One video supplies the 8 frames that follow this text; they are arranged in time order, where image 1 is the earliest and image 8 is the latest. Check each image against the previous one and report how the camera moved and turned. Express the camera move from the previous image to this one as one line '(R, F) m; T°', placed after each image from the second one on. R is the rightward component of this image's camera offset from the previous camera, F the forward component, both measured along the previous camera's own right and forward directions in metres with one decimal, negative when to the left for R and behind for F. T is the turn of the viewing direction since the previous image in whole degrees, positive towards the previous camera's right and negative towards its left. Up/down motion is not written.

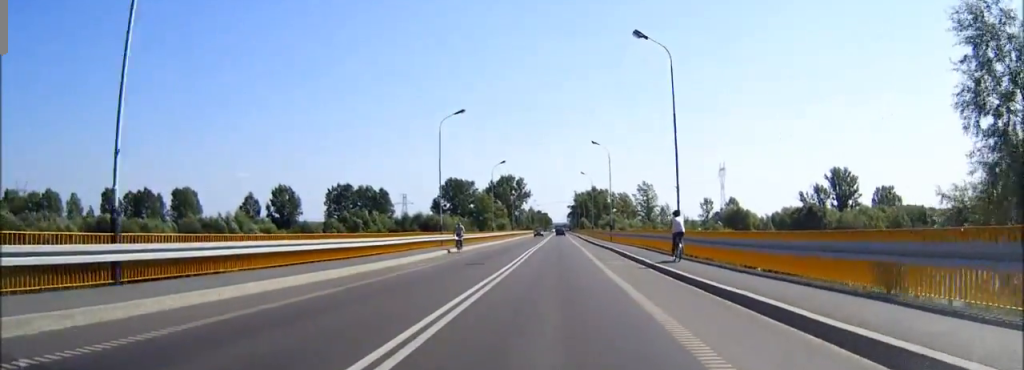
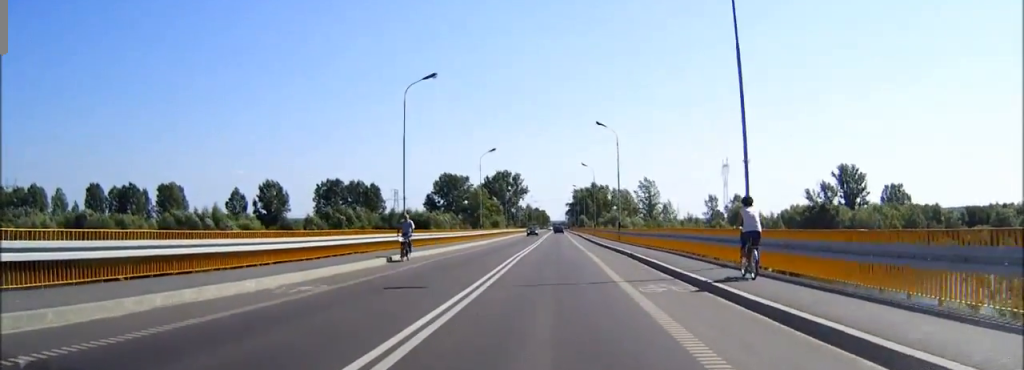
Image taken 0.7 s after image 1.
(0.0, +11.8) m; 0°
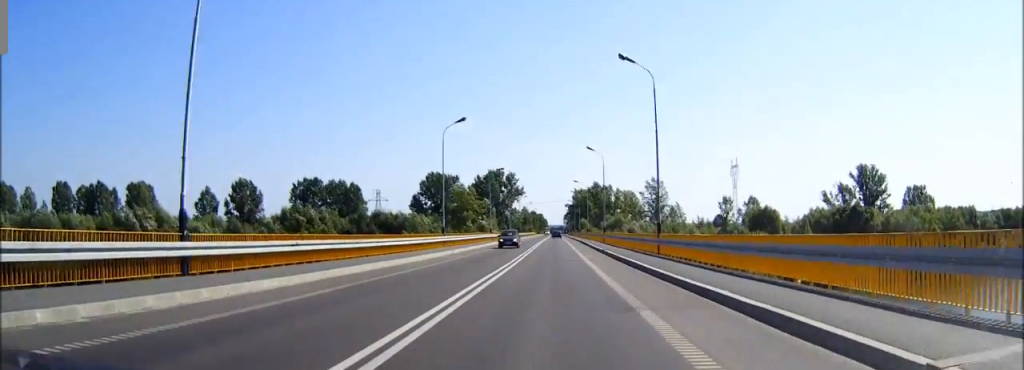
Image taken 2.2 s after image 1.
(0.0, +24.7) m; 0°
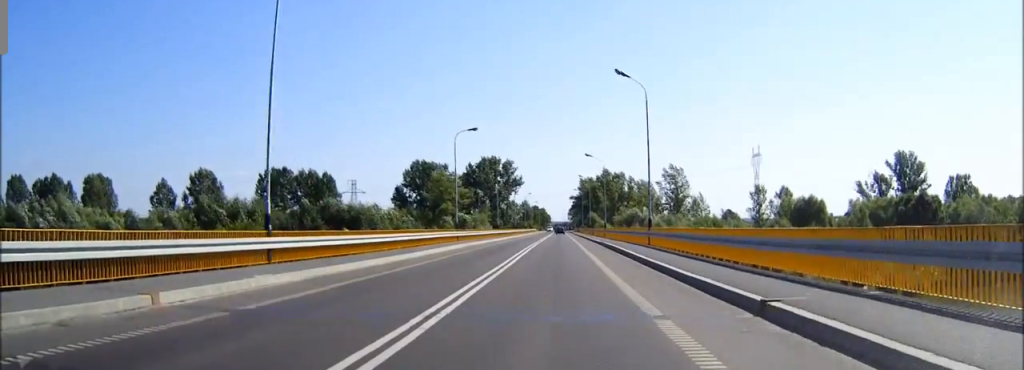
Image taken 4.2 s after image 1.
(0.0, +34.8) m; 0°
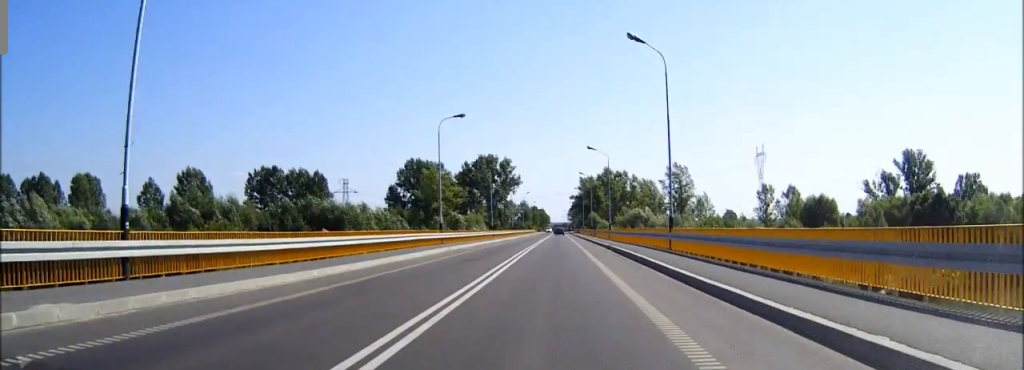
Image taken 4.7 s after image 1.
(0.0, +7.9) m; 0°
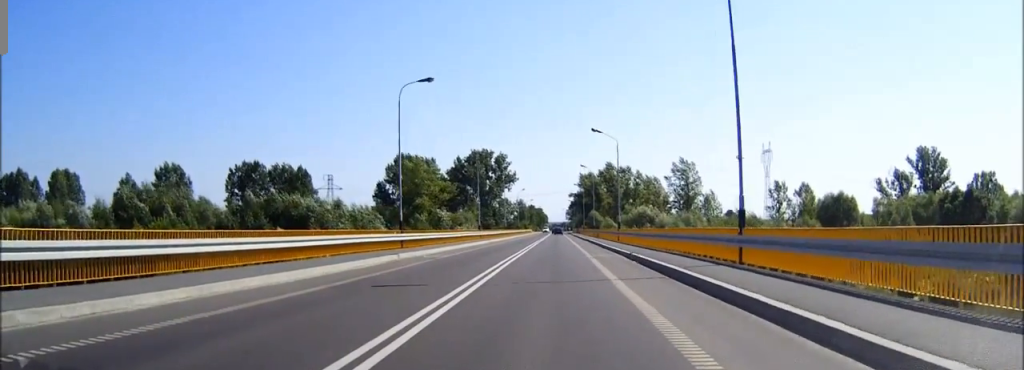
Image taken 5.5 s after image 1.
(0.0, +13.0) m; 0°
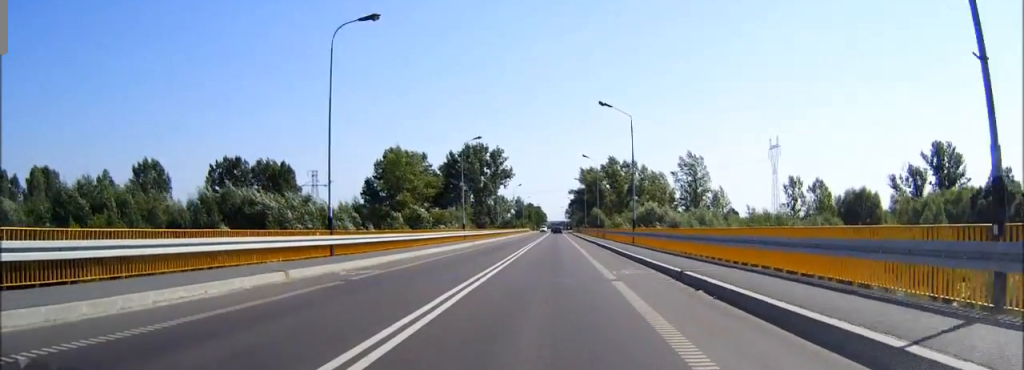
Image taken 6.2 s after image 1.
(0.0, +12.5) m; 0°
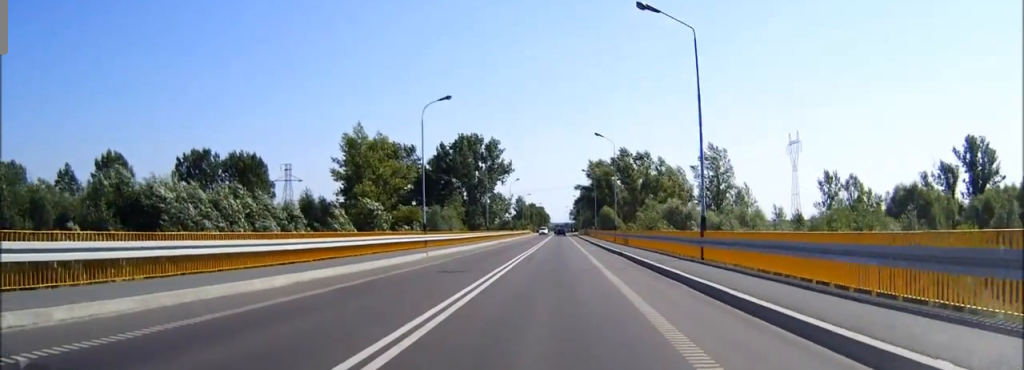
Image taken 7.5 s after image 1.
(0.0, +21.6) m; 0°
